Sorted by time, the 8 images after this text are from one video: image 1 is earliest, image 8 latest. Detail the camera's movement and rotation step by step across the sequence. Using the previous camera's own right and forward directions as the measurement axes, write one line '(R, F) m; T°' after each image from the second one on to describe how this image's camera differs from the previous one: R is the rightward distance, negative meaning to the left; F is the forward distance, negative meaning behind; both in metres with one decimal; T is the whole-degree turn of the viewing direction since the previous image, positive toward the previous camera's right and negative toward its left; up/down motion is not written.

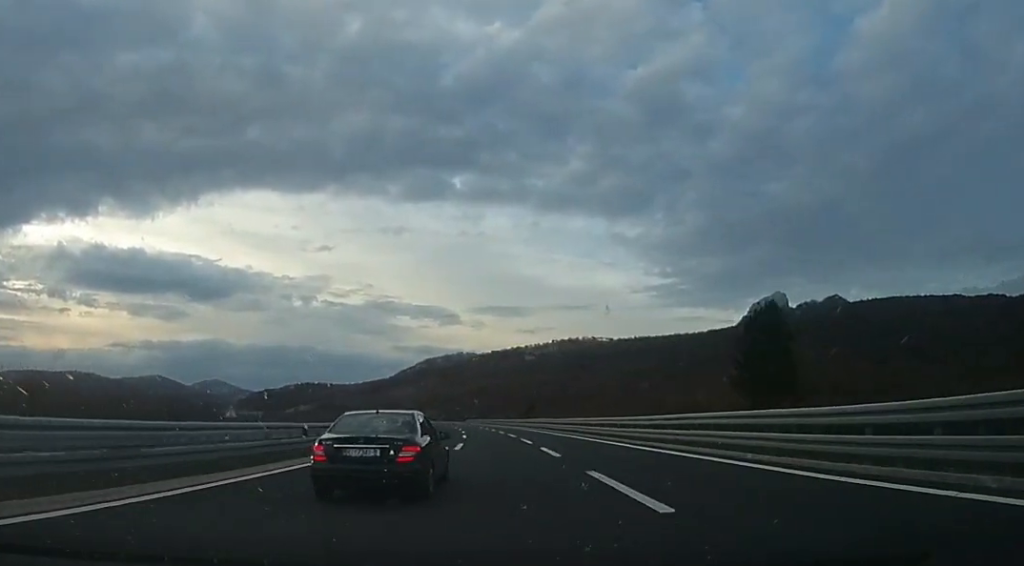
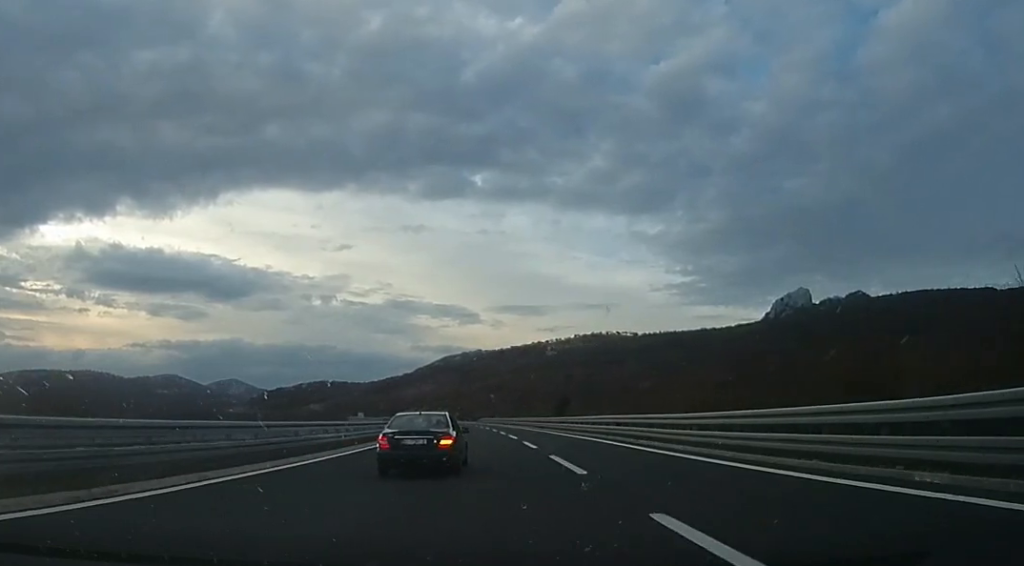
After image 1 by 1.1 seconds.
(0.0, +30.4) m; -2°
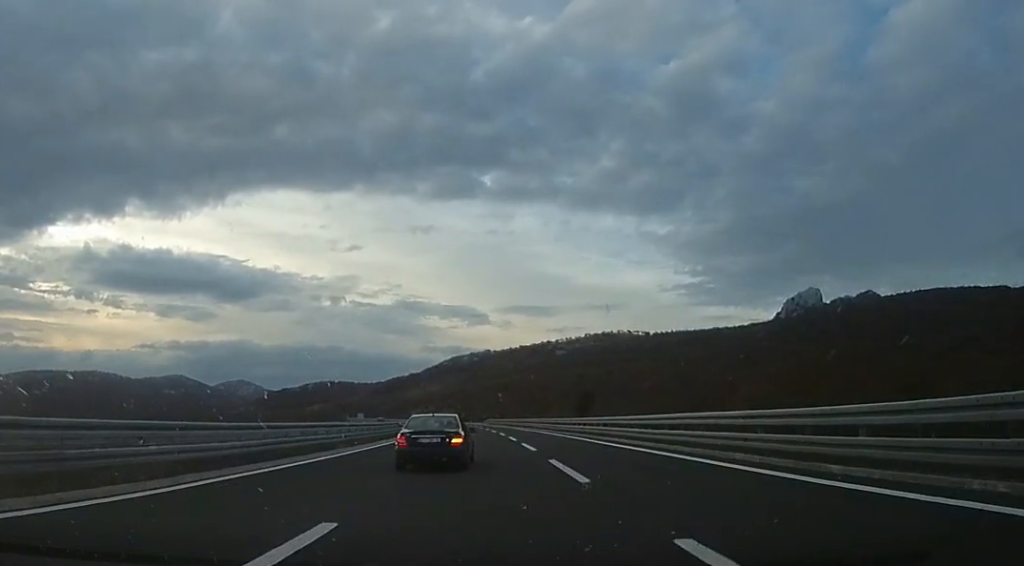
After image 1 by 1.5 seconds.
(-0.2, +13.2) m; -1°
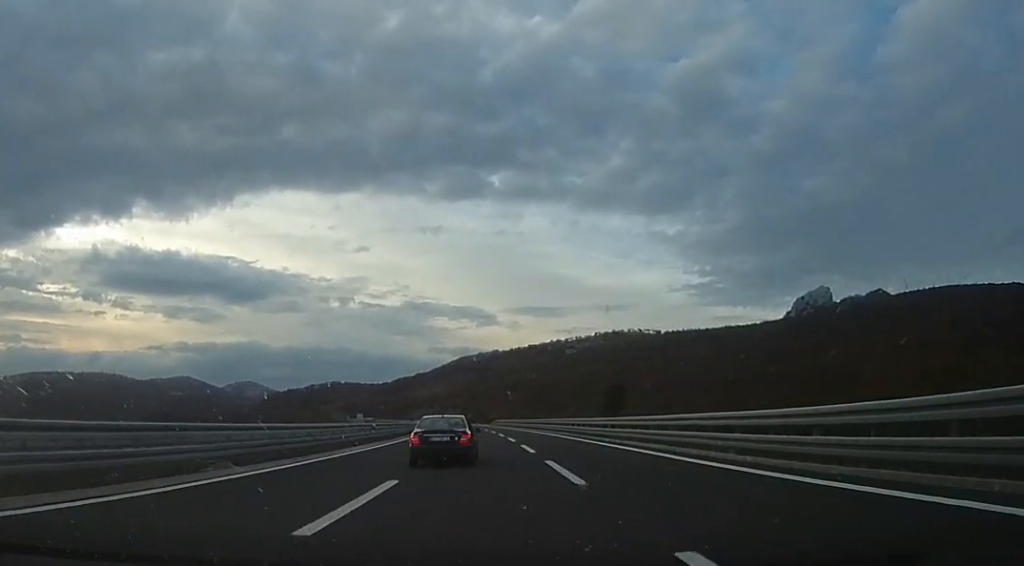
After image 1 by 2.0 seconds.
(-0.5, +12.3) m; -1°
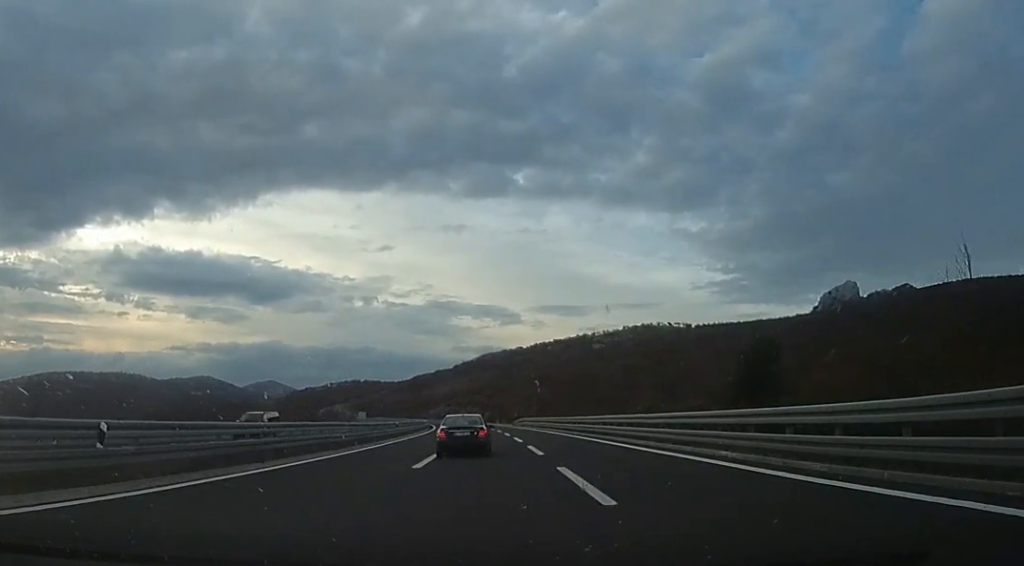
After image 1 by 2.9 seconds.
(-0.4, +26.5) m; -1°
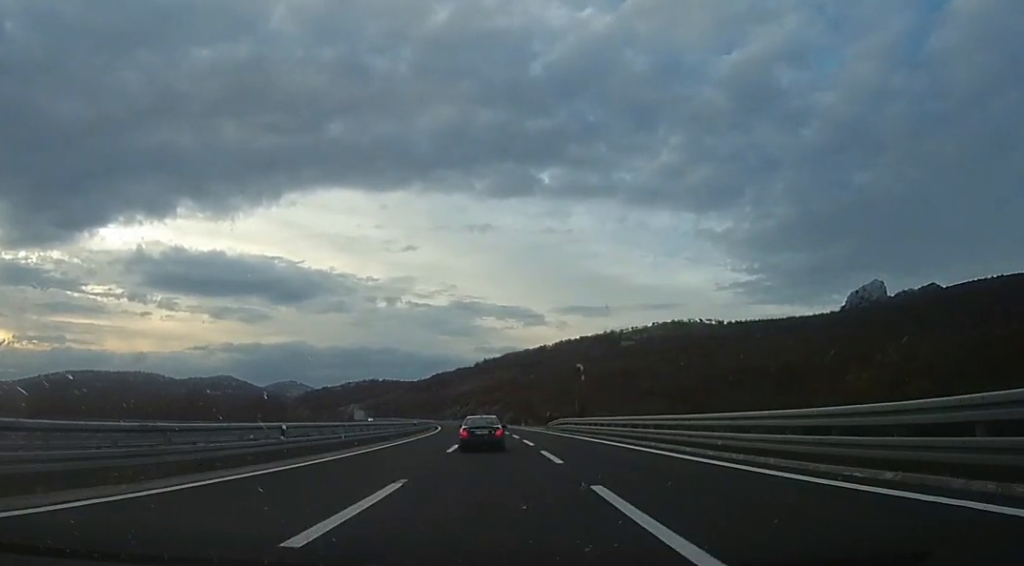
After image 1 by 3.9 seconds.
(-0.2, +27.2) m; -1°
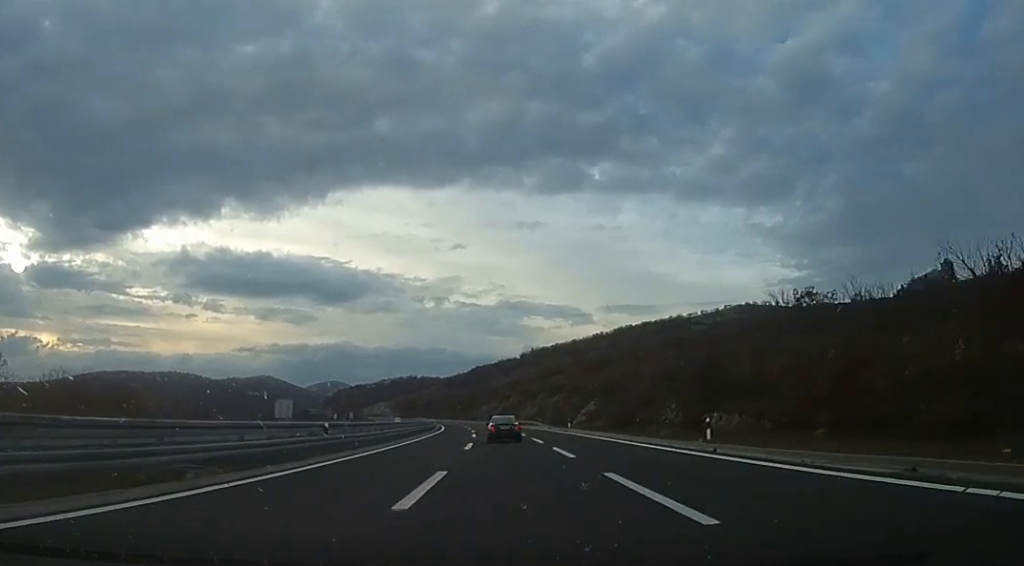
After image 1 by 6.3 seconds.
(-2.7, +69.6) m; -6°
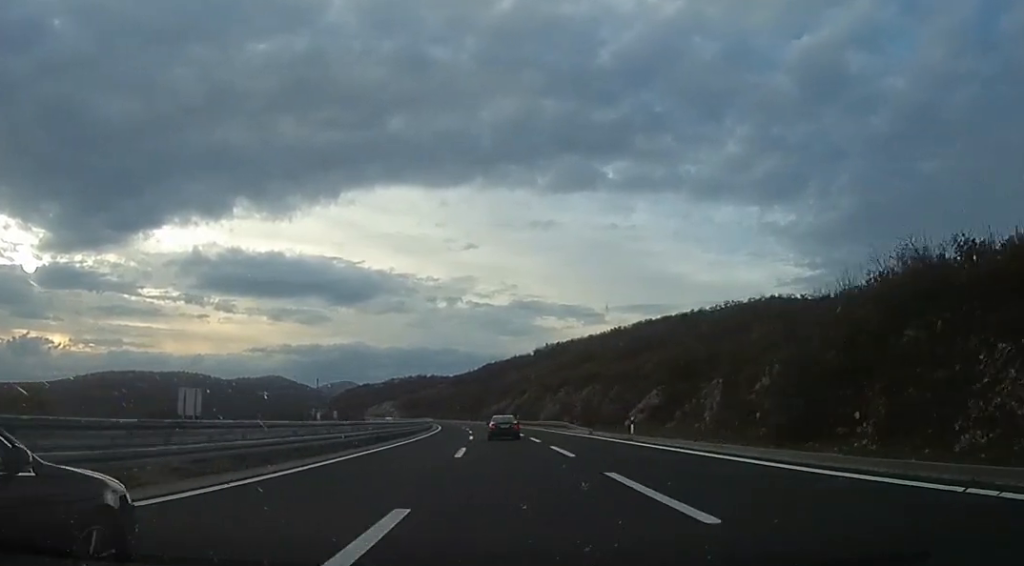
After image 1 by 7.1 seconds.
(-0.2, +23.8) m; -3°
